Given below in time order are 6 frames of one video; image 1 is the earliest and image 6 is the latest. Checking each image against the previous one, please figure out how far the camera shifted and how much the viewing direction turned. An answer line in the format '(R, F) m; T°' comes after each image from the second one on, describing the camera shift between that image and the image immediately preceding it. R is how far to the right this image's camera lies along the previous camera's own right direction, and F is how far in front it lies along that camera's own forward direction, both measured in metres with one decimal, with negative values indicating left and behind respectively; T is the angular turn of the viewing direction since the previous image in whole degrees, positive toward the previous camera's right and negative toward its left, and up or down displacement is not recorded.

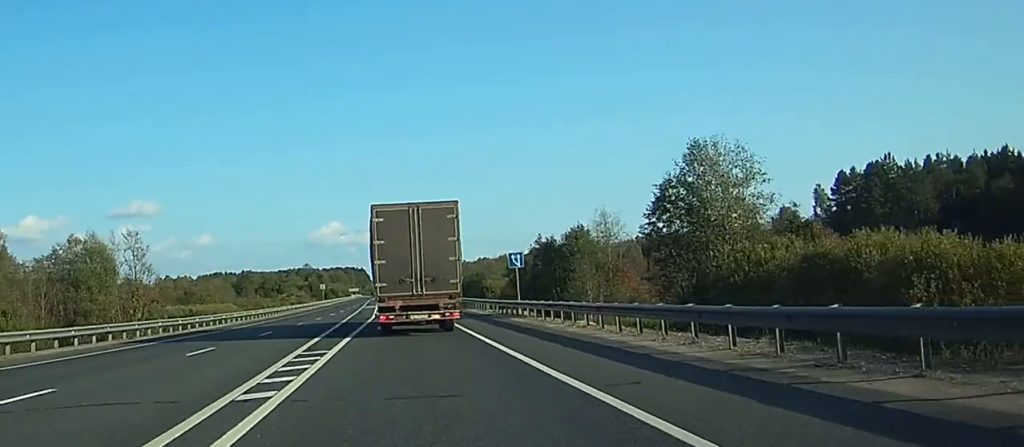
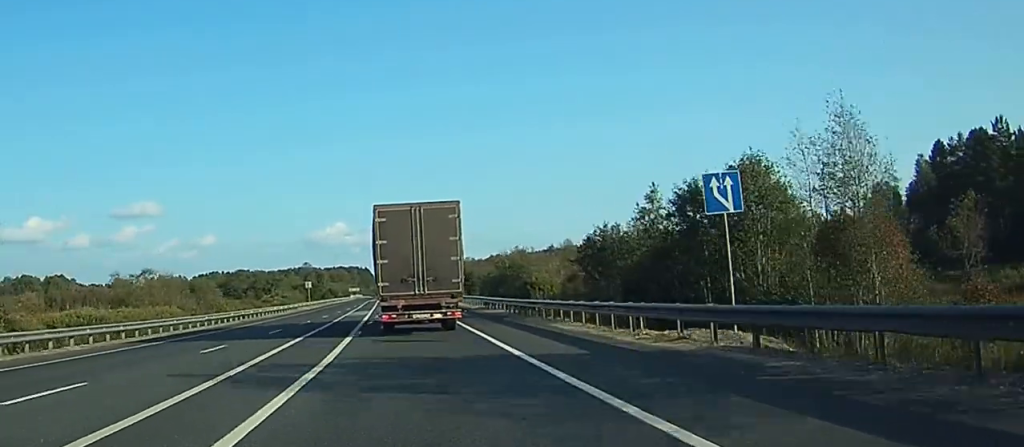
(0.0, +34.5) m; 0°
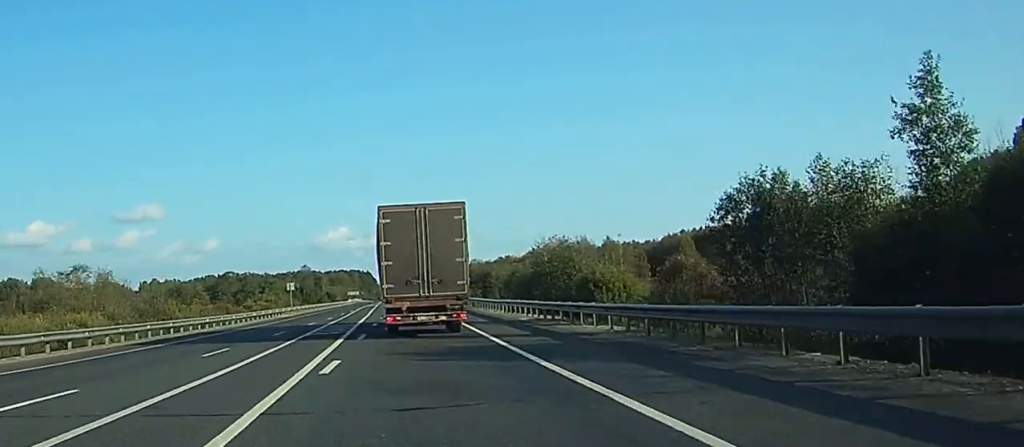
(0.0, +24.5) m; 0°
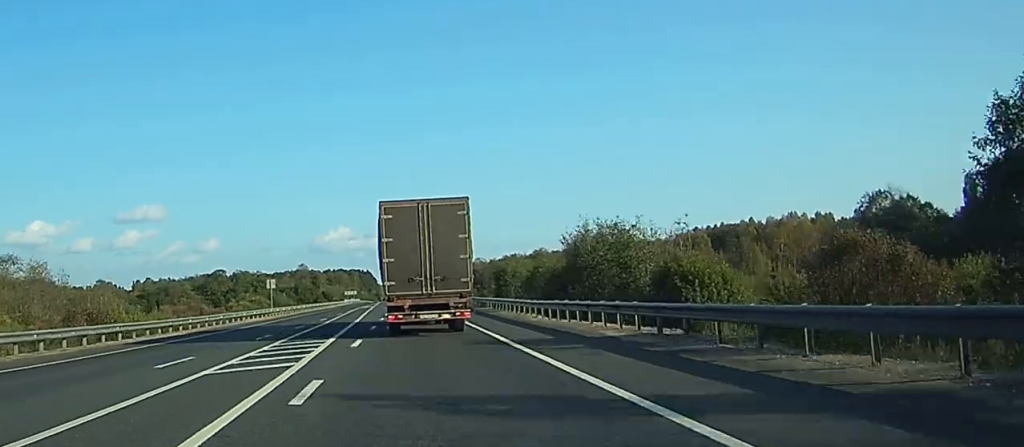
(-0.1, +16.3) m; 0°
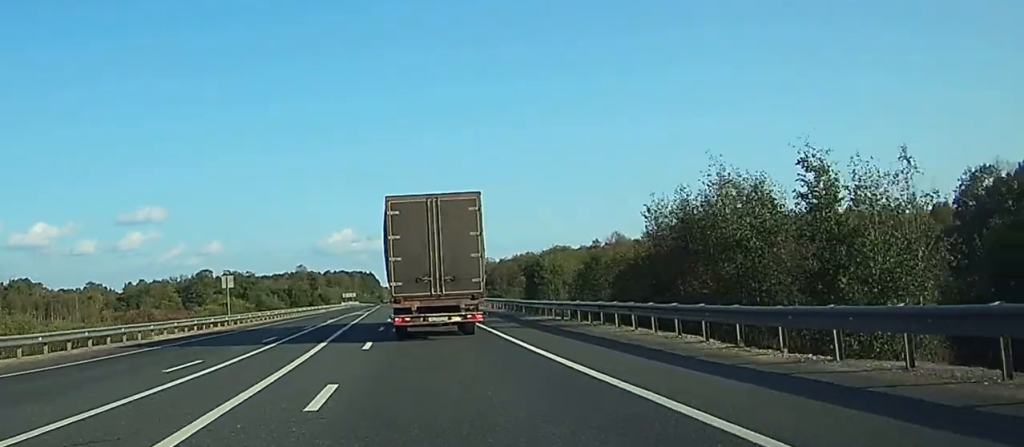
(0.0, +23.7) m; 0°
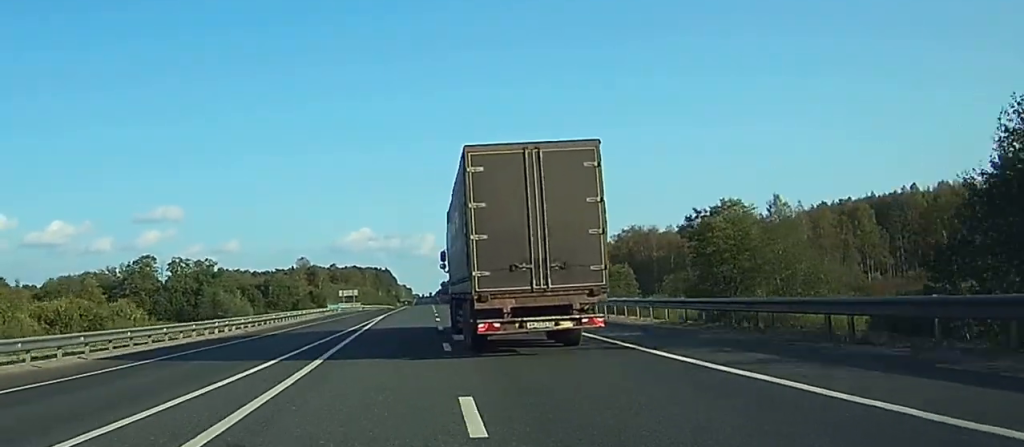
(-0.8, +72.1) m; -1°
